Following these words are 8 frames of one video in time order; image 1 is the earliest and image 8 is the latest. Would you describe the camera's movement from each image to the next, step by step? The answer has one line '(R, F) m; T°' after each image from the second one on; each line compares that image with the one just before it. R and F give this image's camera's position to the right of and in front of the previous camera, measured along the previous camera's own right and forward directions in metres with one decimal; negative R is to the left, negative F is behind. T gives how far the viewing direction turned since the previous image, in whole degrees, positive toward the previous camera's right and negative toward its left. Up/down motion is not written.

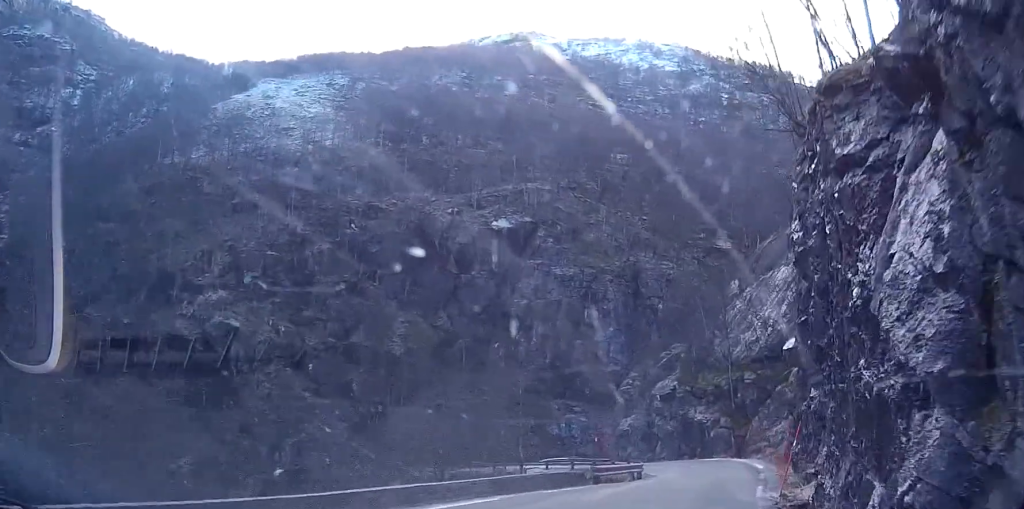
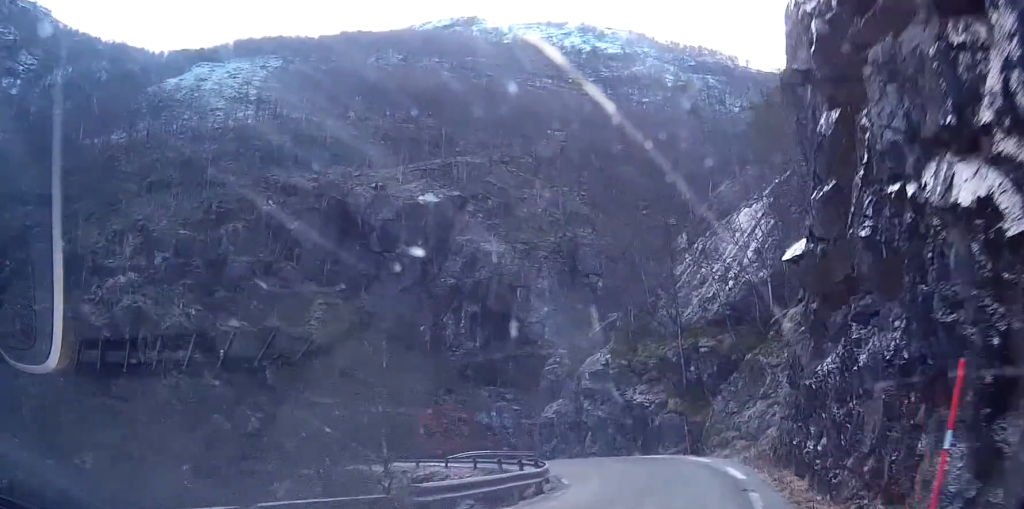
(+0.9, +11.8) m; +5°
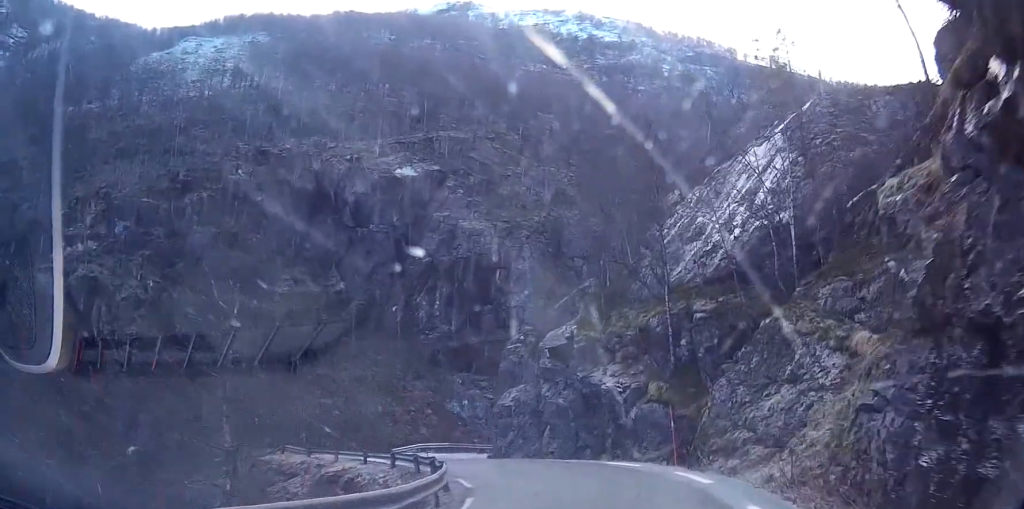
(+0.1, +9.5) m; -3°
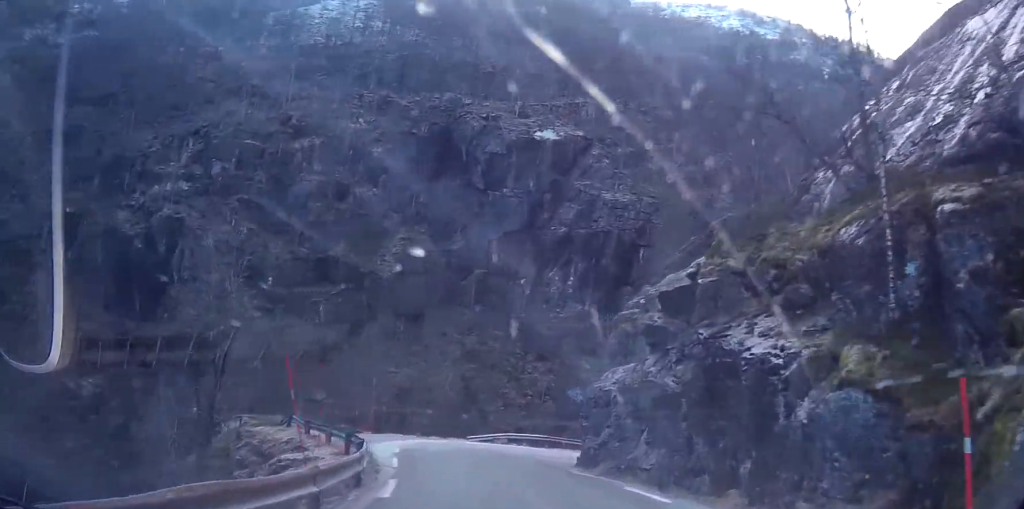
(-1.1, +13.4) m; -13°
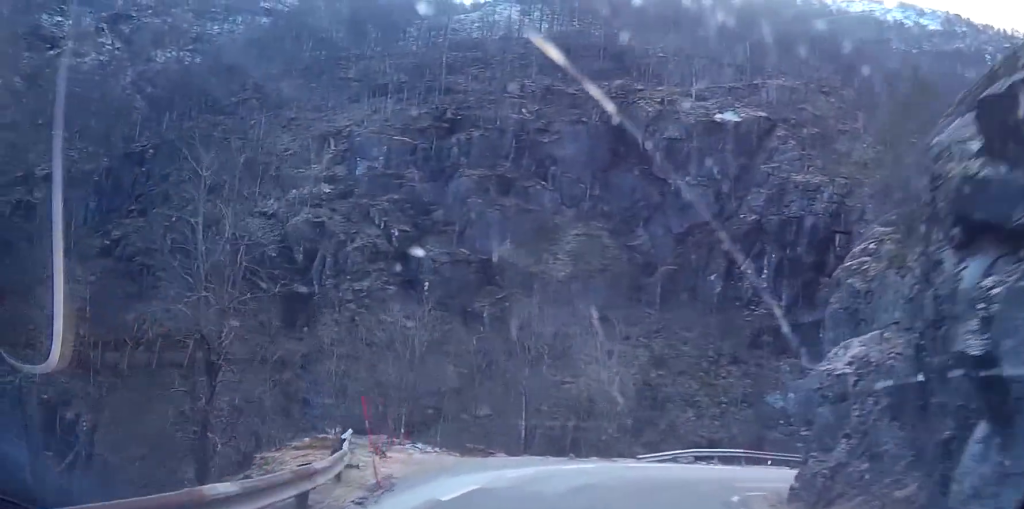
(-1.7, +11.8) m; -14°
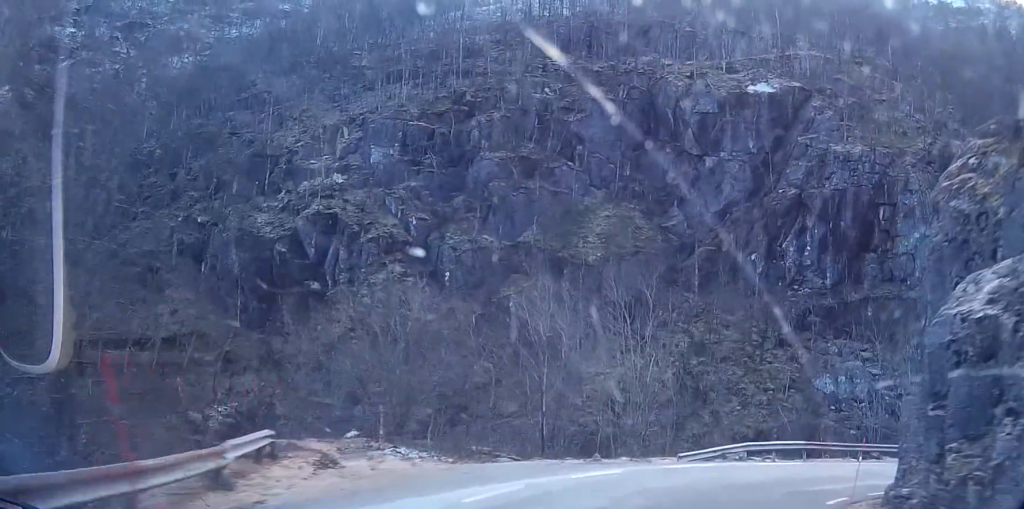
(-0.5, +6.8) m; -3°
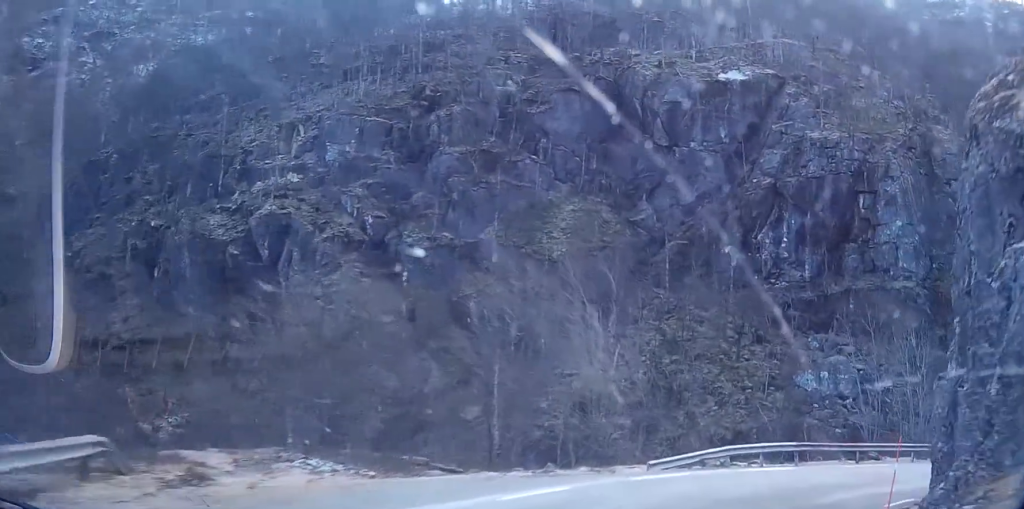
(+0.1, +4.6) m; +5°
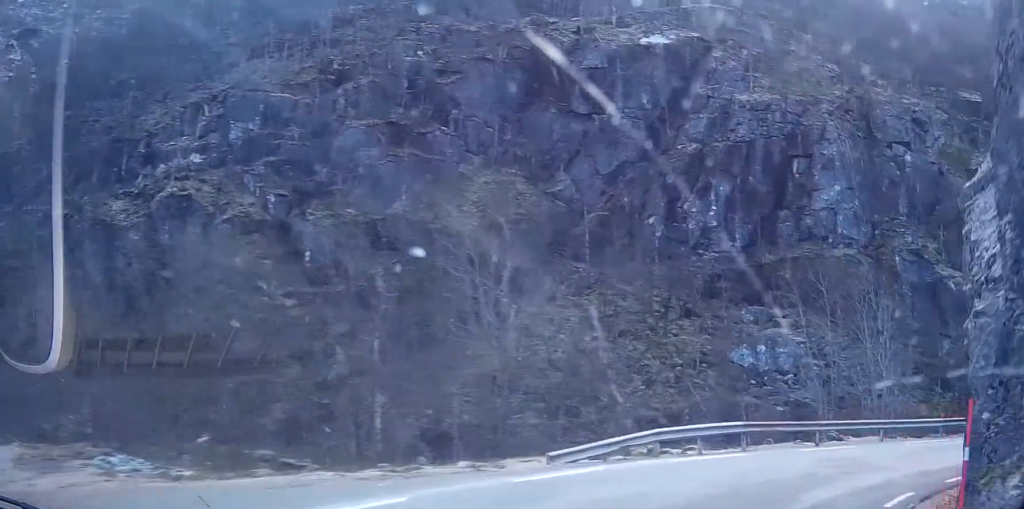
(+0.1, +5.7) m; +9°
